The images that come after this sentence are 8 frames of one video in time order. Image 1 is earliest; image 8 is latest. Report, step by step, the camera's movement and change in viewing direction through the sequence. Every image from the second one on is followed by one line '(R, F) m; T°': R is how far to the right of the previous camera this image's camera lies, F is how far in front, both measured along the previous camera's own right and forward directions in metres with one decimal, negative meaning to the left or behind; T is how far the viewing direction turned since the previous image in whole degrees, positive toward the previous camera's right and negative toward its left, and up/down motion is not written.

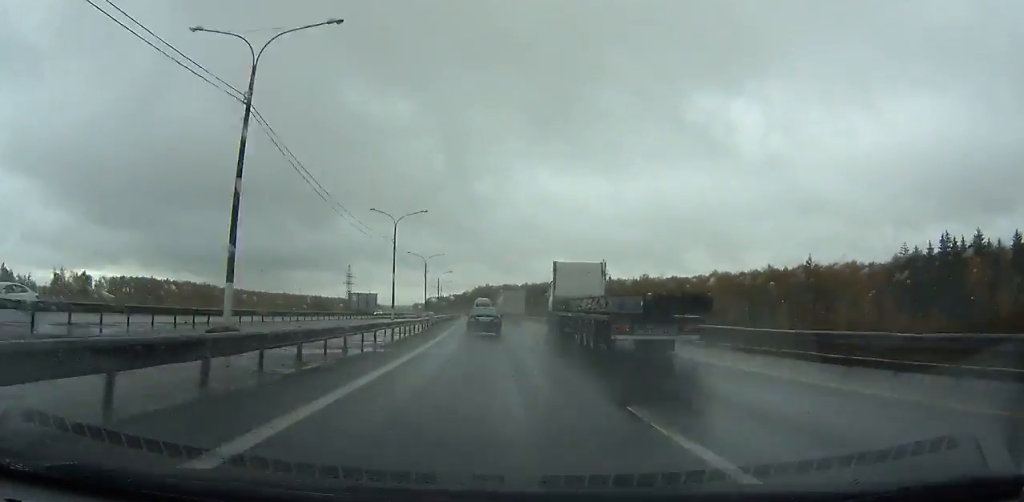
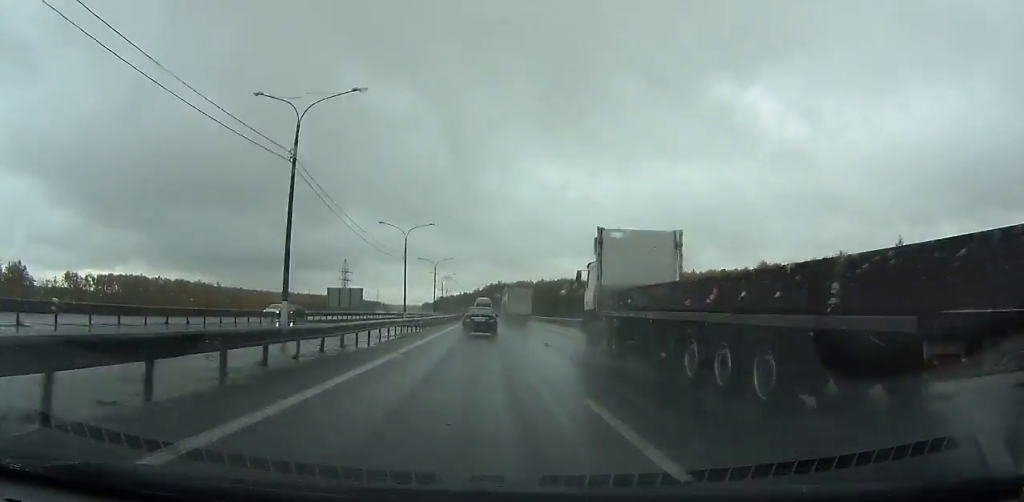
(-0.4, +34.3) m; -1°
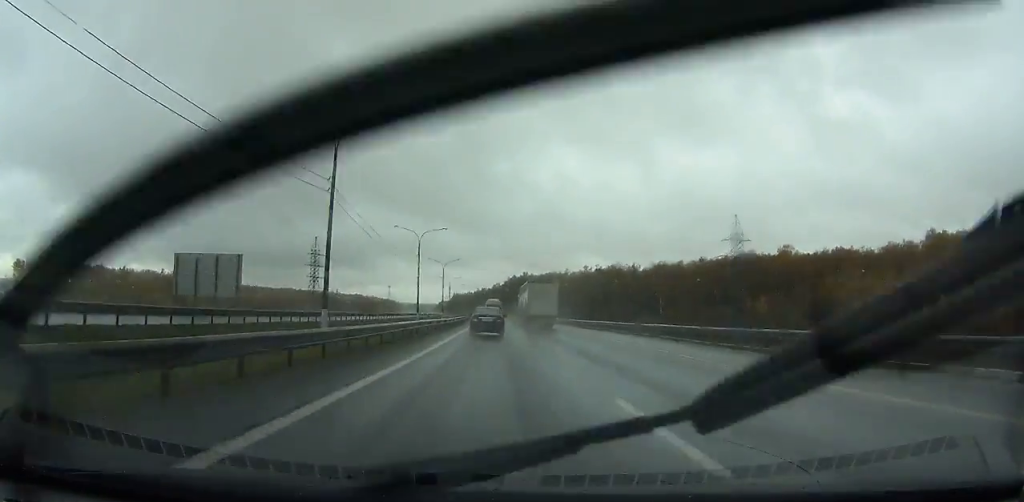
(-1.3, +79.8) m; -2°
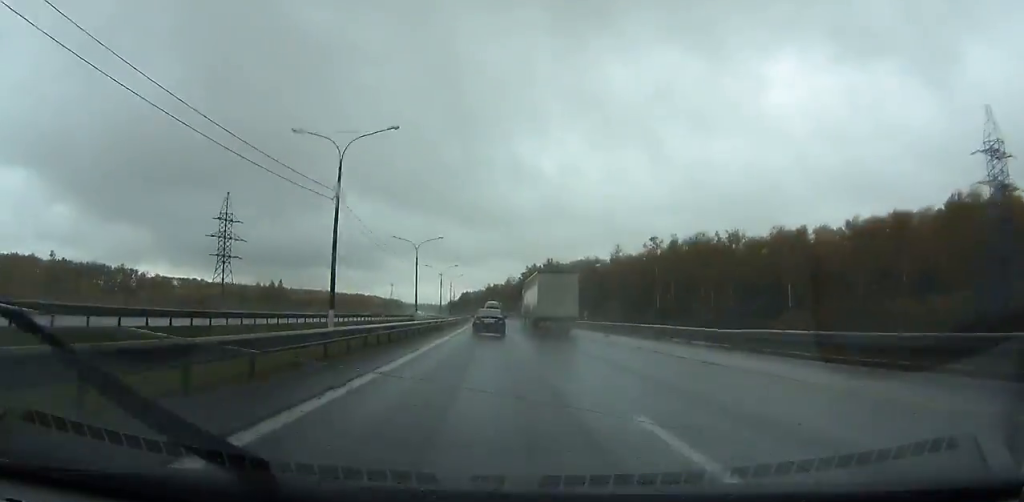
(-1.2, +82.4) m; -2°
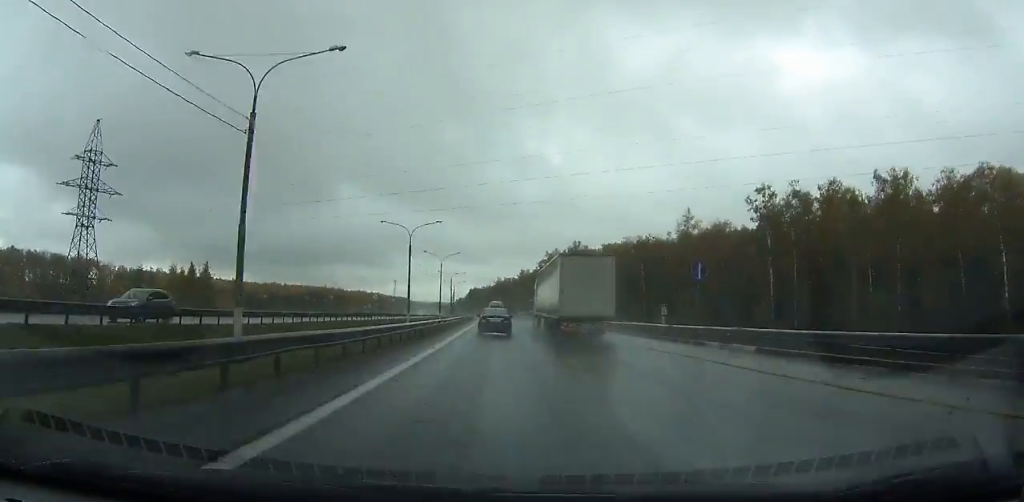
(-0.4, +52.6) m; -1°
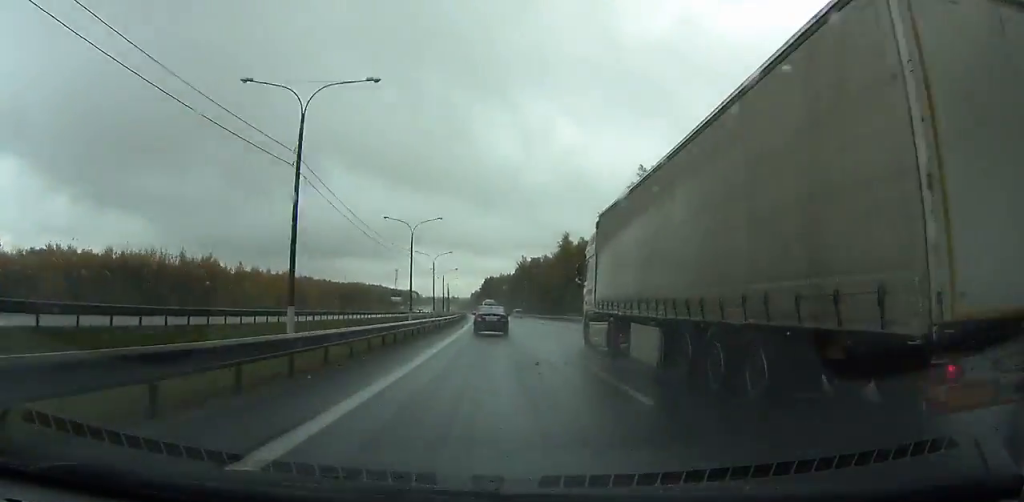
(-2.2, +118.3) m; -2°
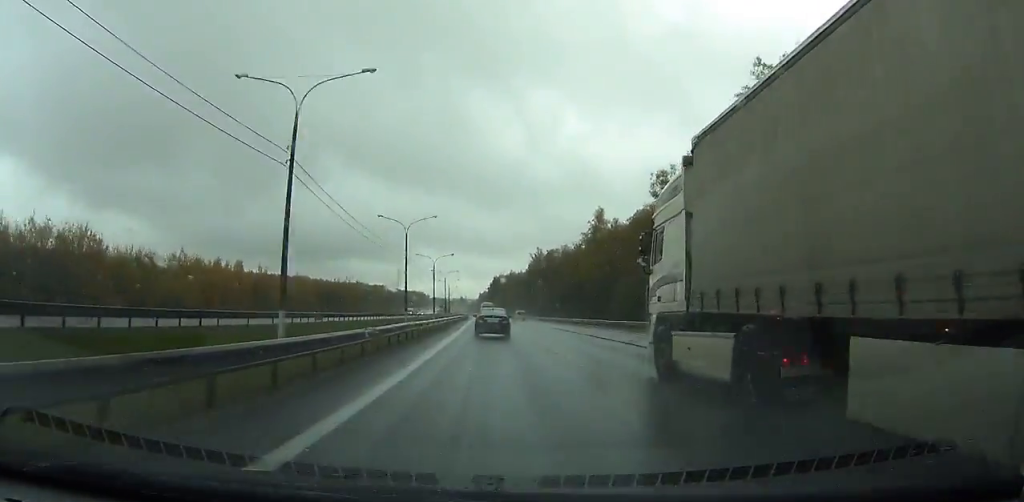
(-0.3, +40.9) m; -1°
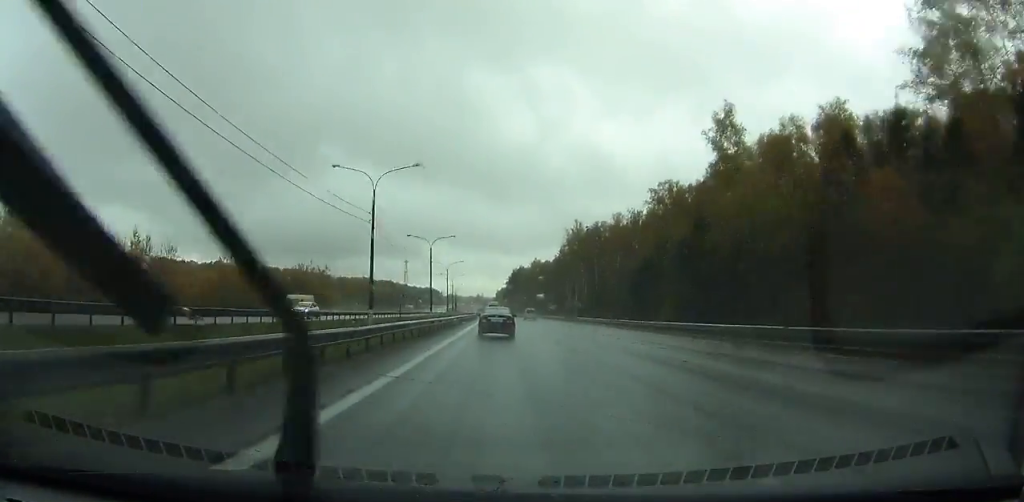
(-0.6, +62.9) m; -1°
